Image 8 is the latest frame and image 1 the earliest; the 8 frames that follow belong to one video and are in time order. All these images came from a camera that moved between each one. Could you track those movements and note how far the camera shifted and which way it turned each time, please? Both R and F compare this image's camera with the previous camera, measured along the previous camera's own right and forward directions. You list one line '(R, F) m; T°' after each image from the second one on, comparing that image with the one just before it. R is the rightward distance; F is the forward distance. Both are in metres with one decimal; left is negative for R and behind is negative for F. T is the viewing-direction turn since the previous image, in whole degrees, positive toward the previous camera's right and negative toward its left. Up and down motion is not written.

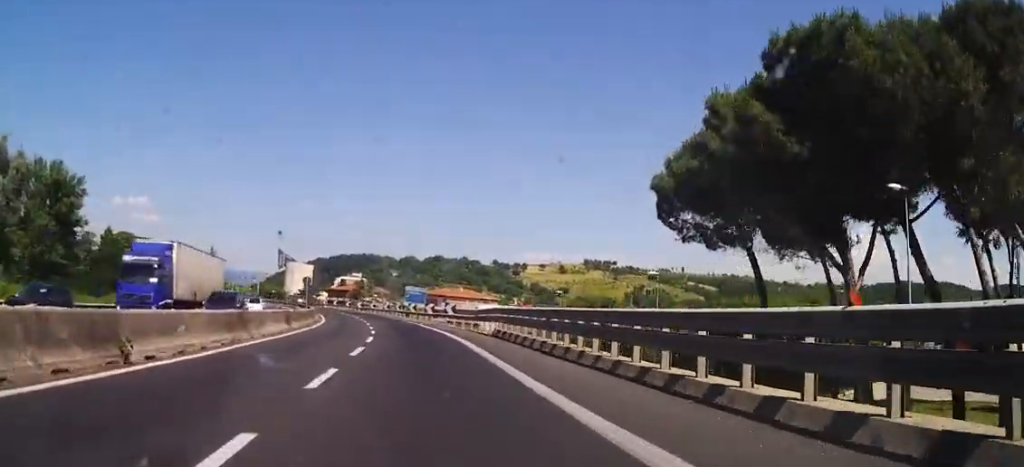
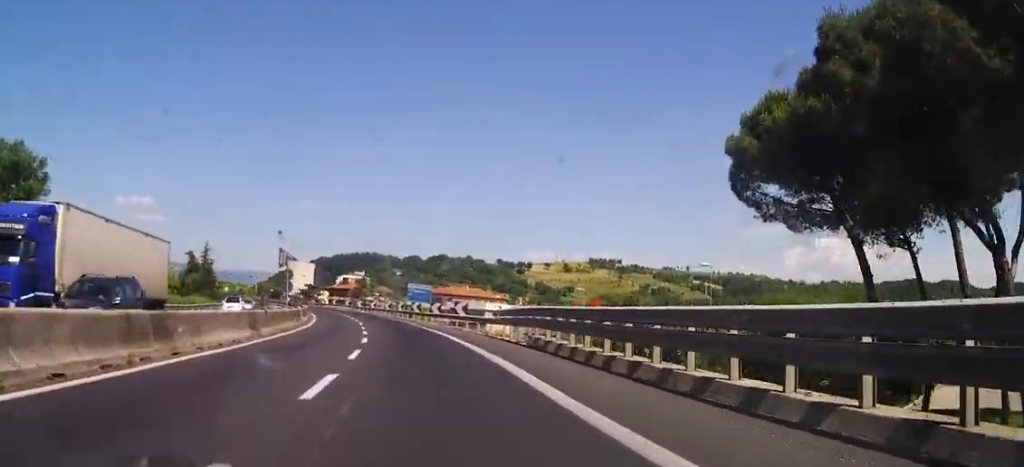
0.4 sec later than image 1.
(-0.1, +8.6) m; -1°
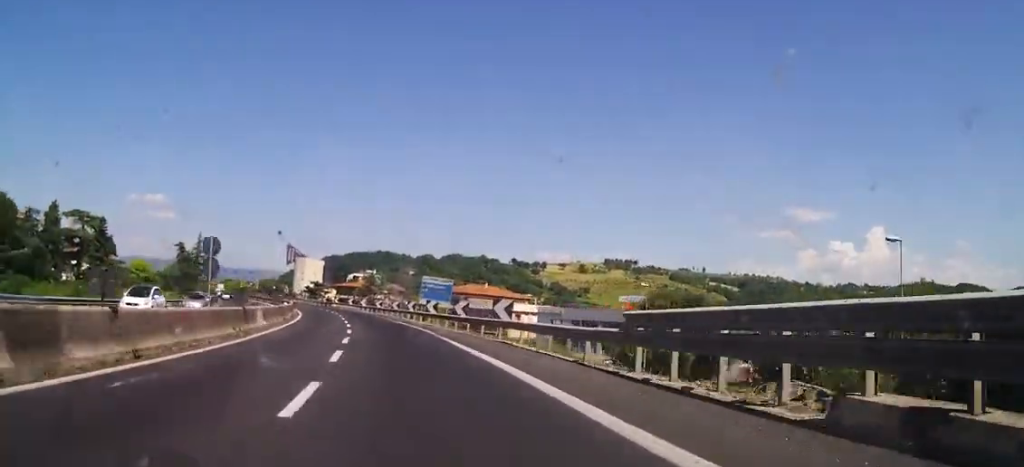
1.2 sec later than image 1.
(0.0, +17.0) m; 0°
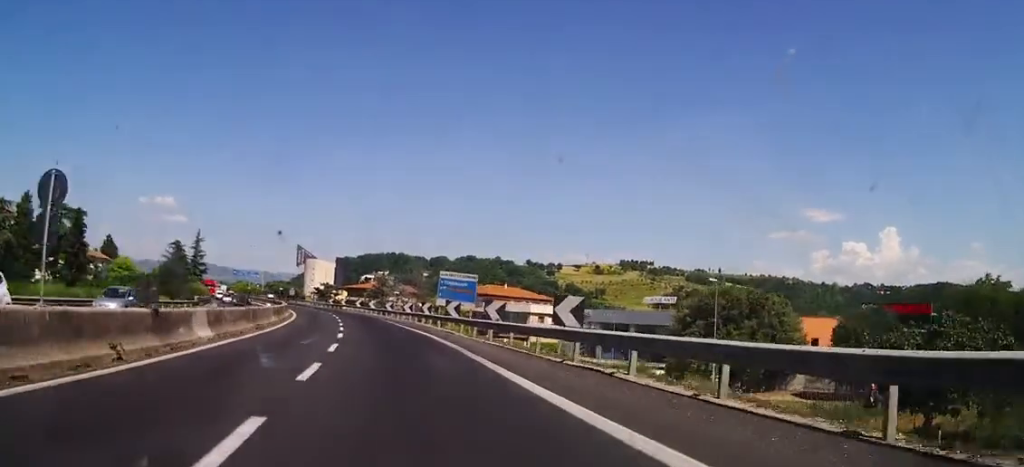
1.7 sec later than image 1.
(0.0, +11.1) m; 0°
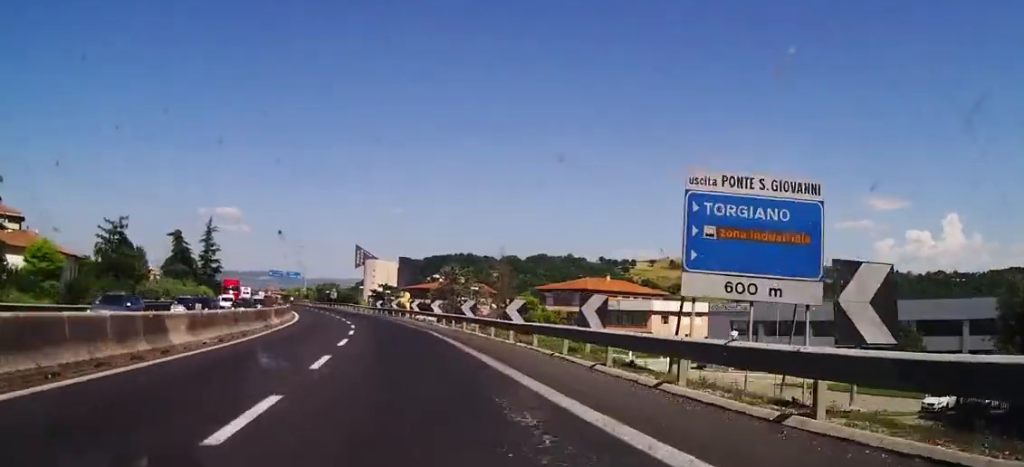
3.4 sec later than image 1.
(-0.8, +34.7) m; -4°
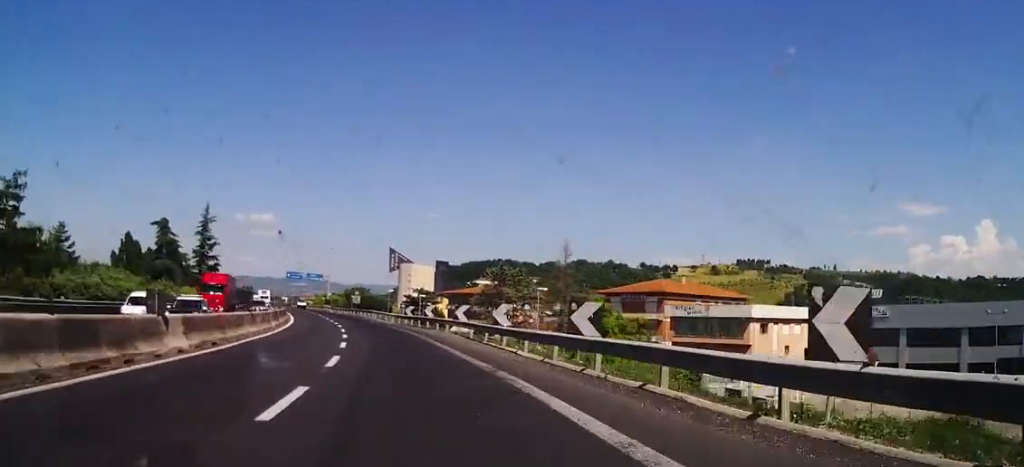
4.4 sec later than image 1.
(-0.5, +20.5) m; -2°
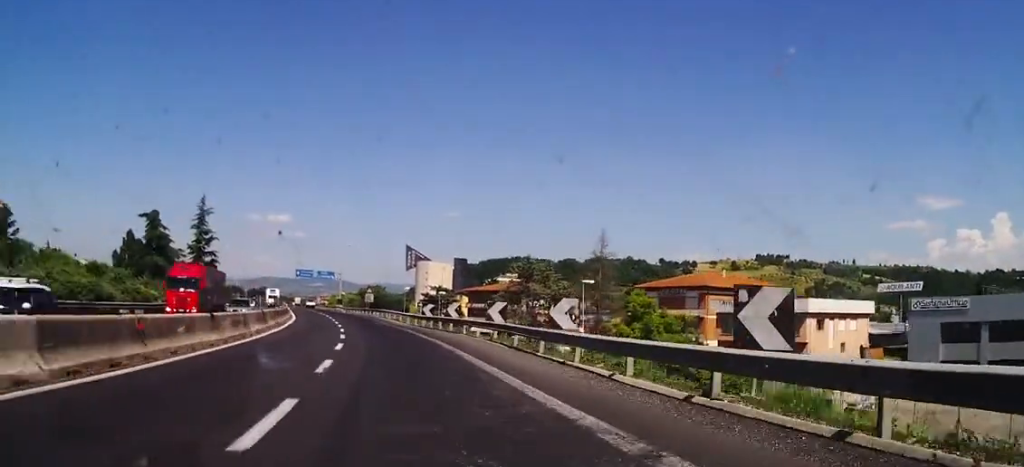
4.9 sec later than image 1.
(0.0, +8.9) m; -1°
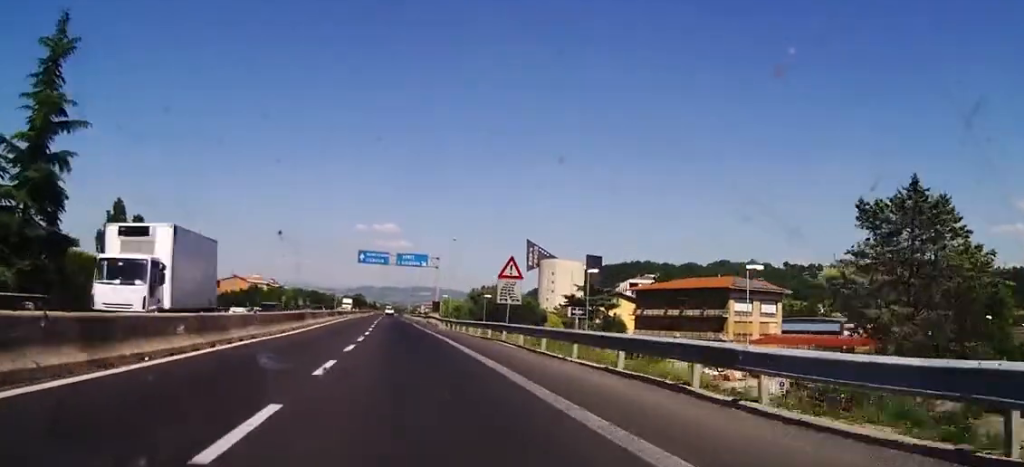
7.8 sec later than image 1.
(-5.0, +60.9) m; -12°
